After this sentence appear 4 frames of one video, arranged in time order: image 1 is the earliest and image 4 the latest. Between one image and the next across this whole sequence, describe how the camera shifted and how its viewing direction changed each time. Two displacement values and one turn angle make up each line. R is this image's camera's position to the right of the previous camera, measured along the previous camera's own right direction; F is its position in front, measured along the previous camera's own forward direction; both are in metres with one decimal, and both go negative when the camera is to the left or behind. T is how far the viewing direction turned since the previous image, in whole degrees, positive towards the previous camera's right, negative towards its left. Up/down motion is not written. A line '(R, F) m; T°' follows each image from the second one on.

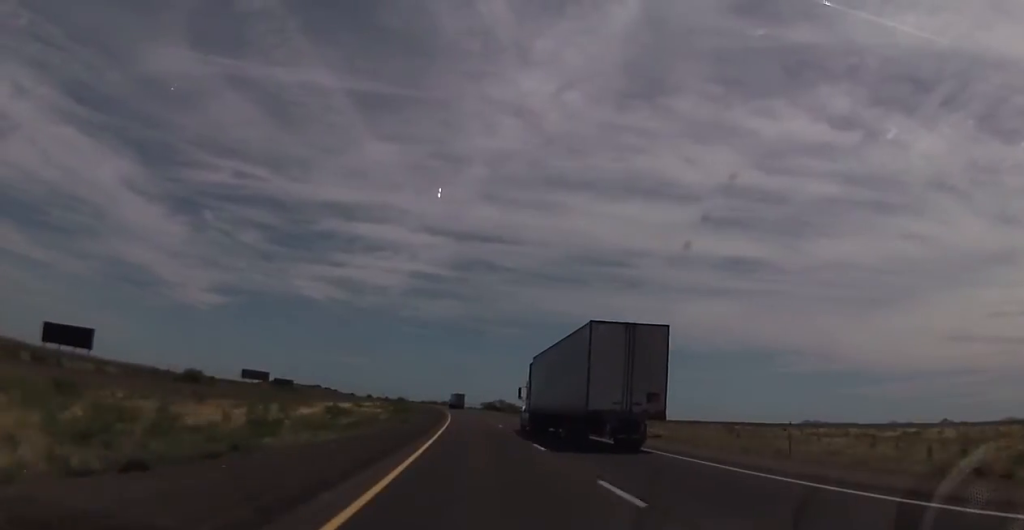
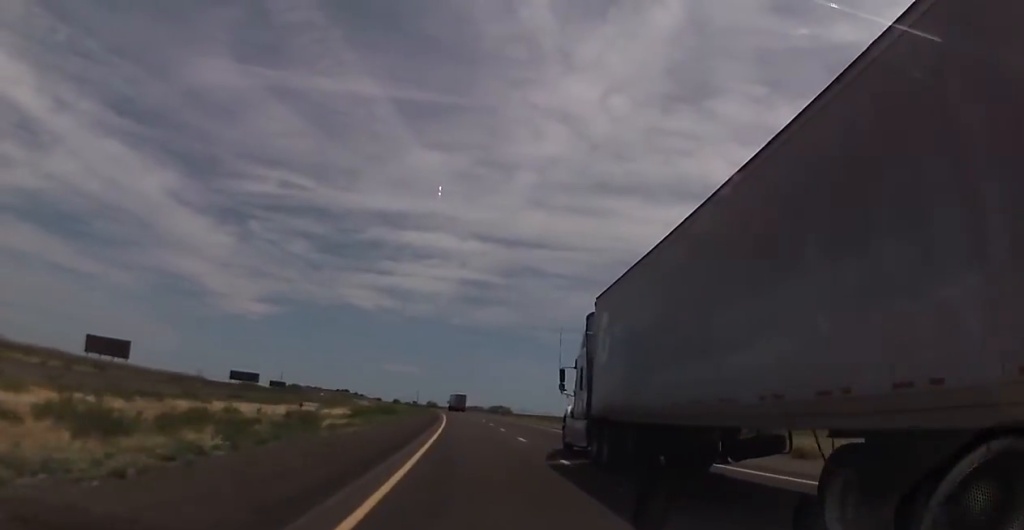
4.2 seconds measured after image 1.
(-6.1, +150.9) m; -5°
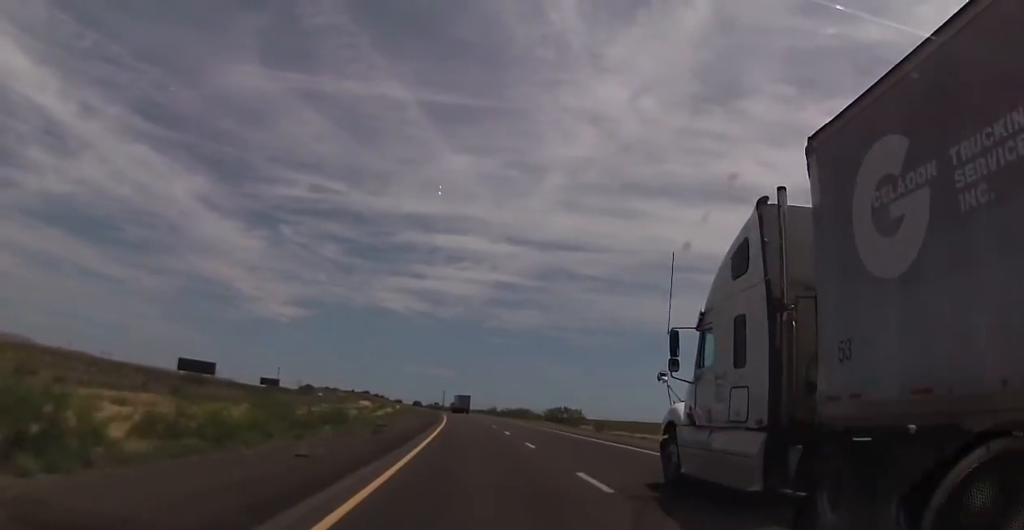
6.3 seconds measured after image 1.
(-2.2, +77.1) m; -3°
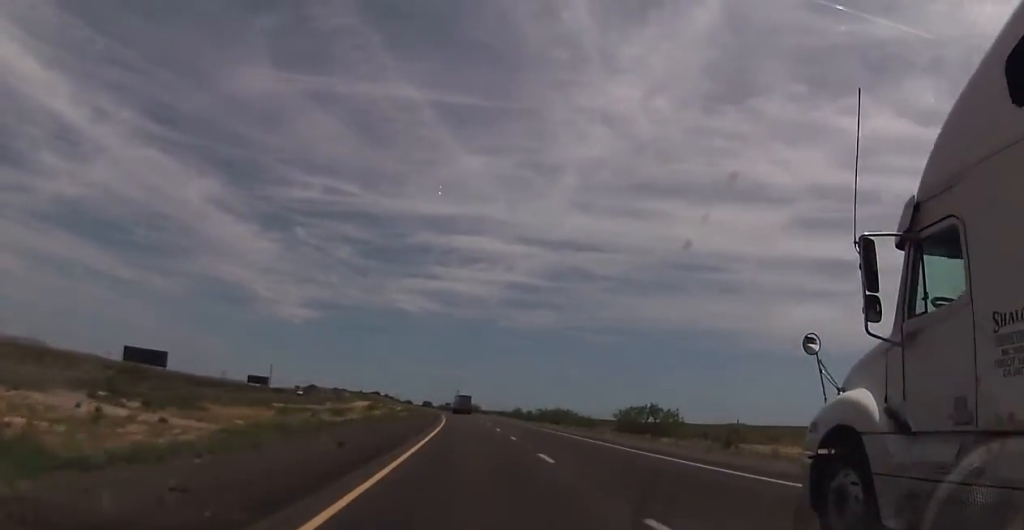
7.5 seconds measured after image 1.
(-0.4, +42.1) m; -1°
